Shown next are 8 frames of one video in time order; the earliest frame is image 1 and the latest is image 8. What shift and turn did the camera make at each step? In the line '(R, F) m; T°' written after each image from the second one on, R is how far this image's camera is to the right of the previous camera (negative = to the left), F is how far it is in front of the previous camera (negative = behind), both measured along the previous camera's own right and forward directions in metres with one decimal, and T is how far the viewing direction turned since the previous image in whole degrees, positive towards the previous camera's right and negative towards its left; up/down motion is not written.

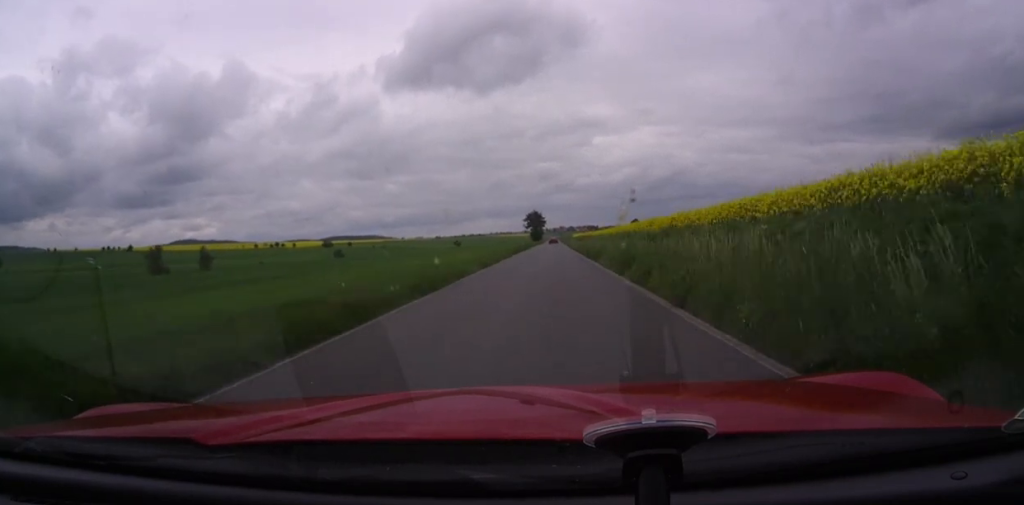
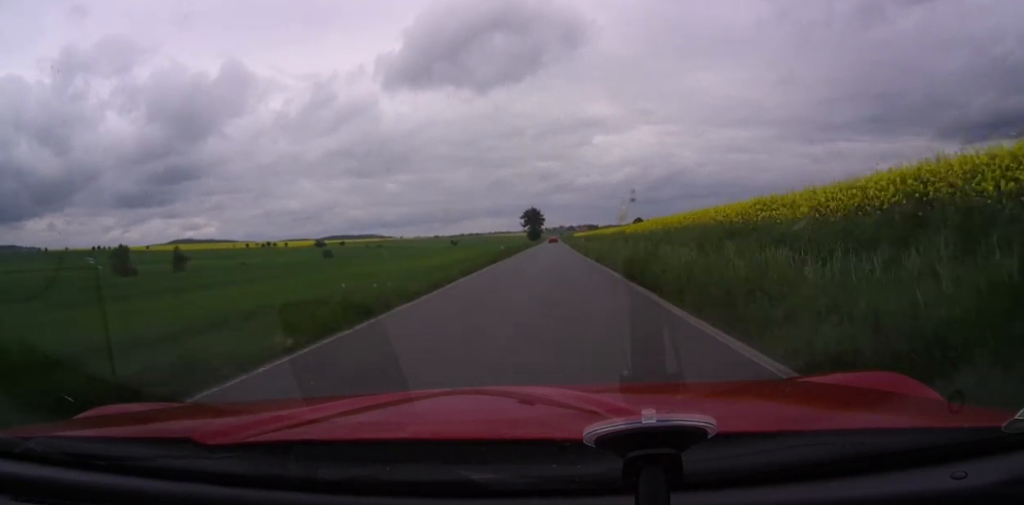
(-0.1, +20.1) m; 0°
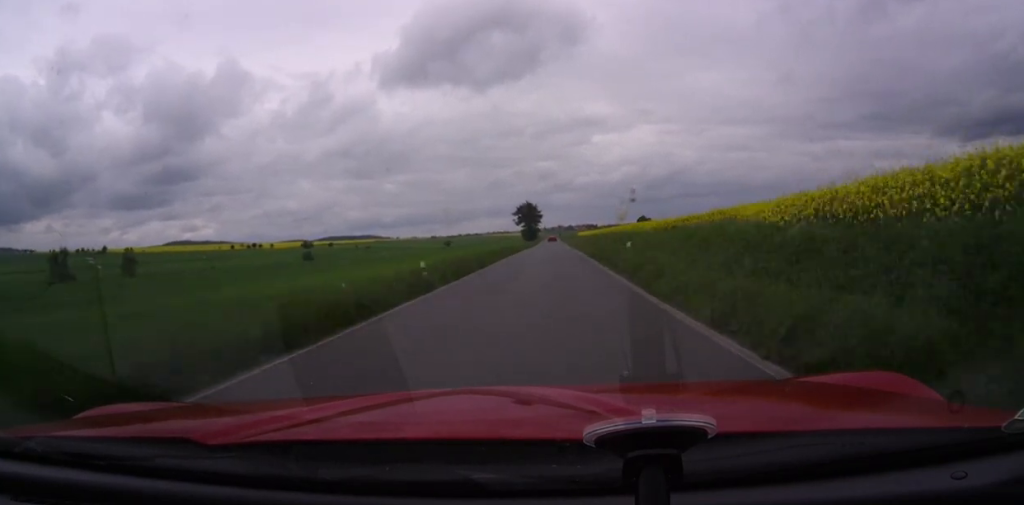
(-0.2, +31.4) m; 0°
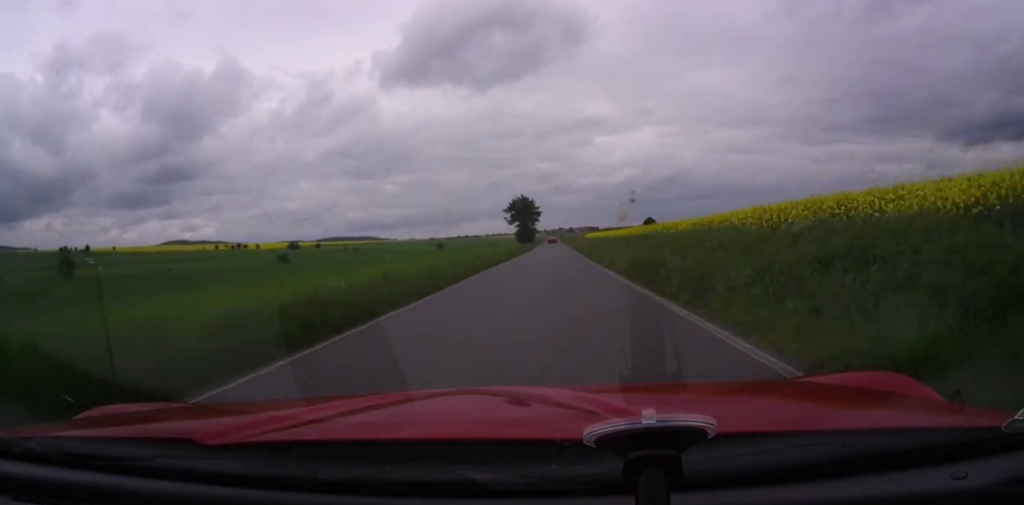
(+0.2, +33.6) m; 0°
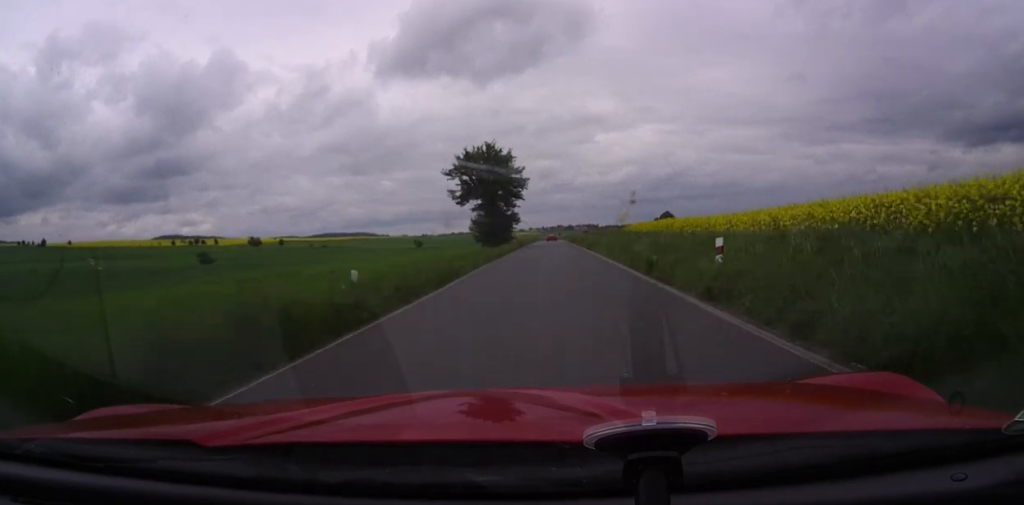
(+0.5, +74.7) m; +1°
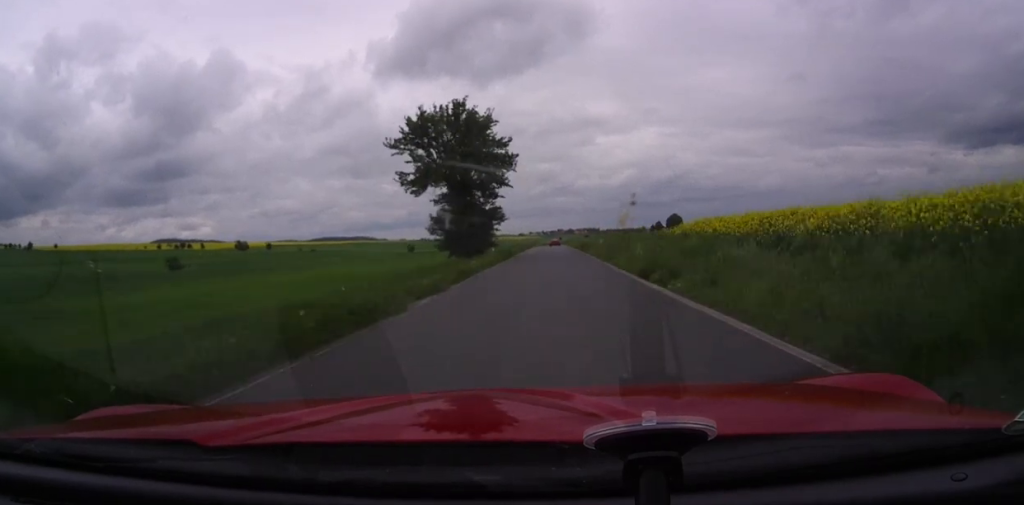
(+0.1, +22.8) m; 0°
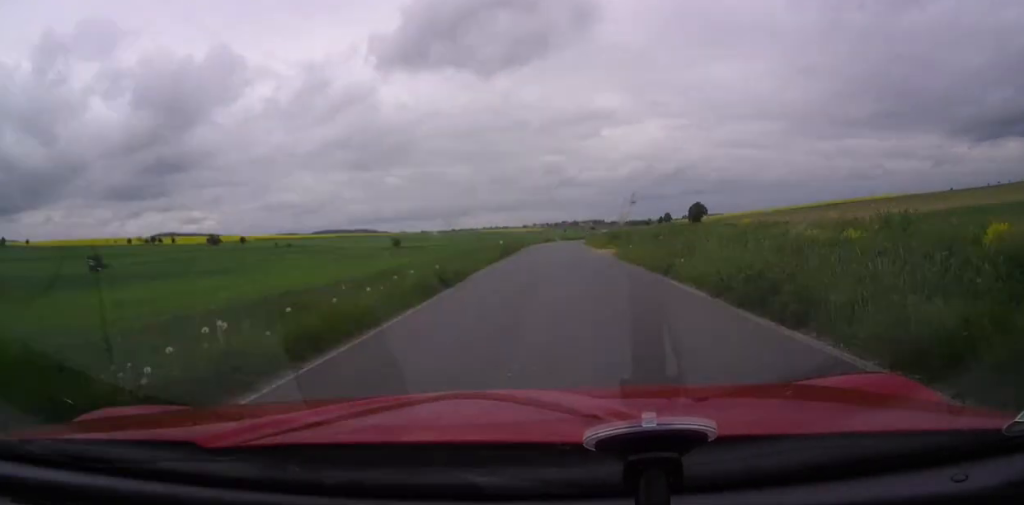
(-0.4, +49.4) m; 0°
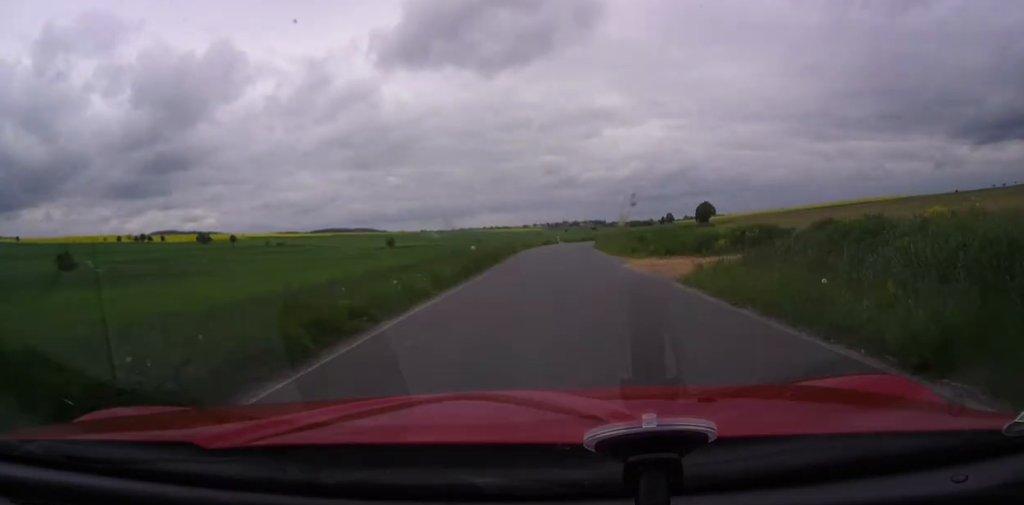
(-0.2, +14.8) m; 0°
